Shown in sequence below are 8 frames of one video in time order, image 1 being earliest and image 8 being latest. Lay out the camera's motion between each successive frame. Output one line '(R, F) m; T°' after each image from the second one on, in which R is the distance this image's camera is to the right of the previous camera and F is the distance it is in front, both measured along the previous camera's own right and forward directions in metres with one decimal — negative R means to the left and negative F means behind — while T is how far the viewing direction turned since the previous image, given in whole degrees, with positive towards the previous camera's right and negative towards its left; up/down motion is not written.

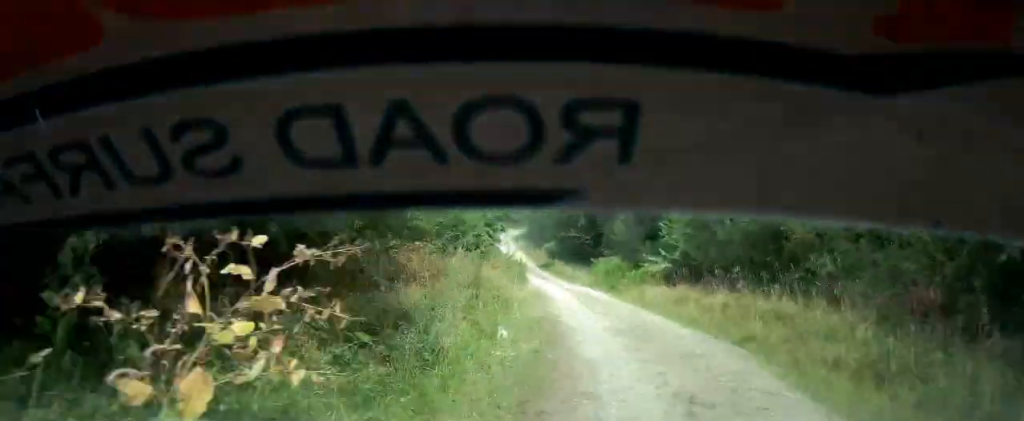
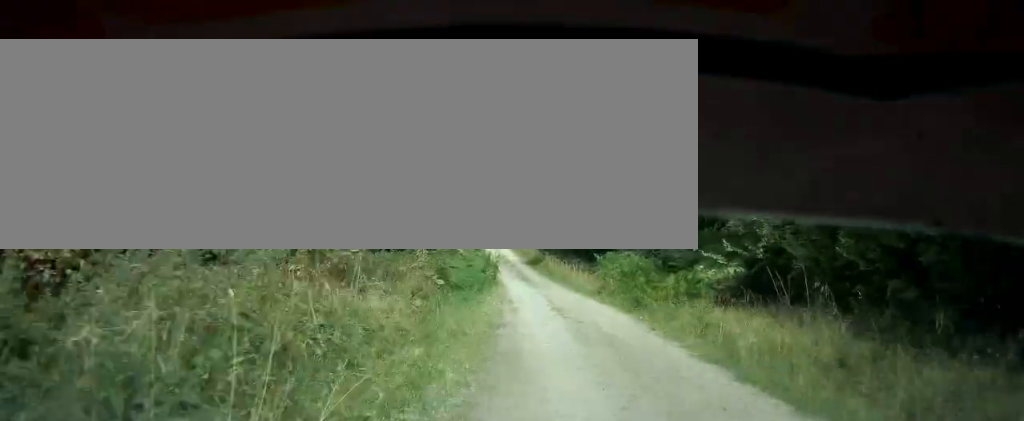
(-0.2, +14.6) m; -1°
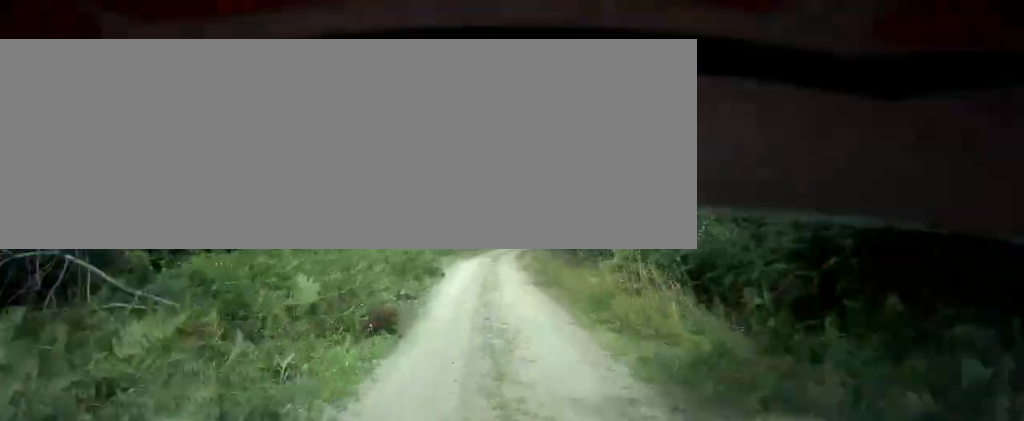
(-1.3, +44.2) m; -2°
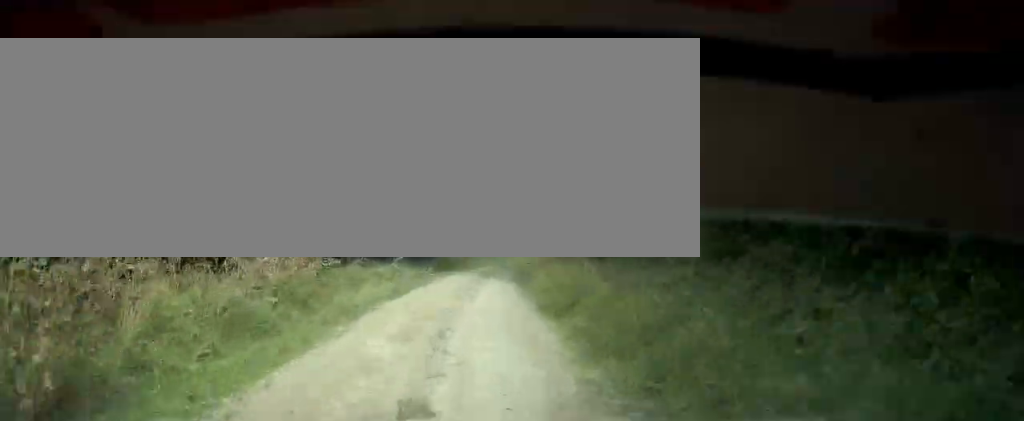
(+0.5, +60.6) m; +4°
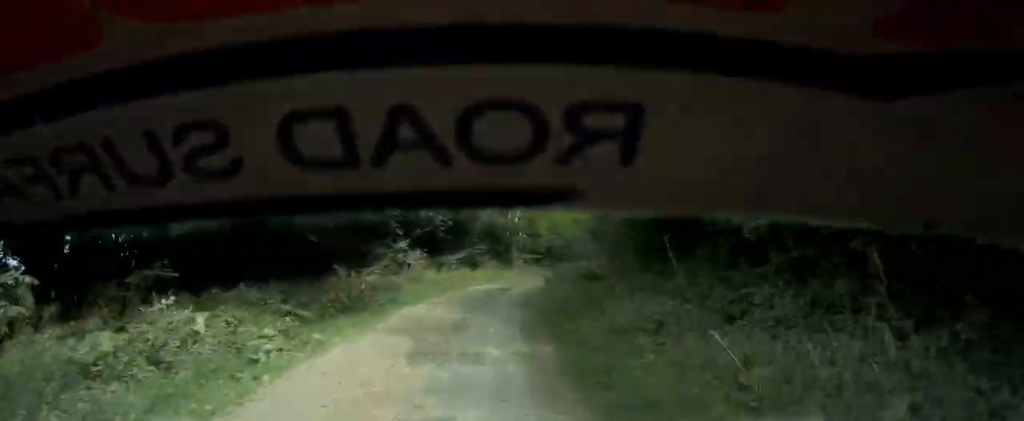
(-0.3, +17.4) m; +4°
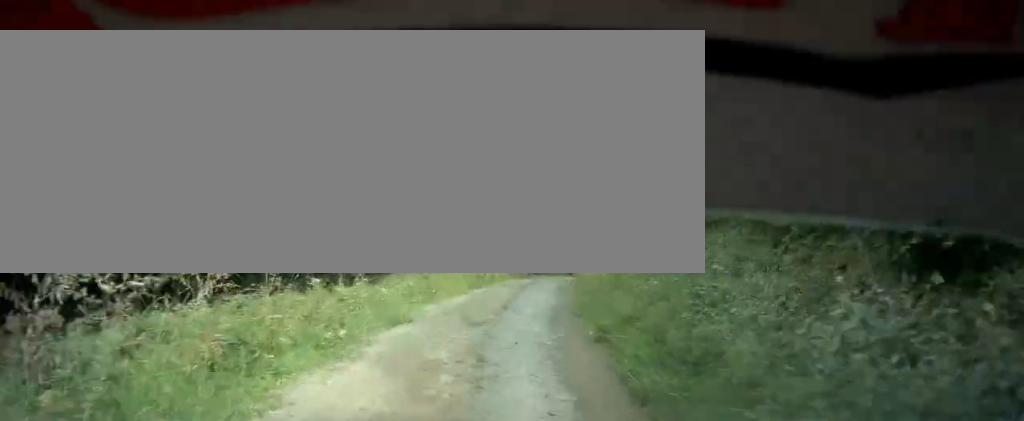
(+1.9, +19.5) m; +5°
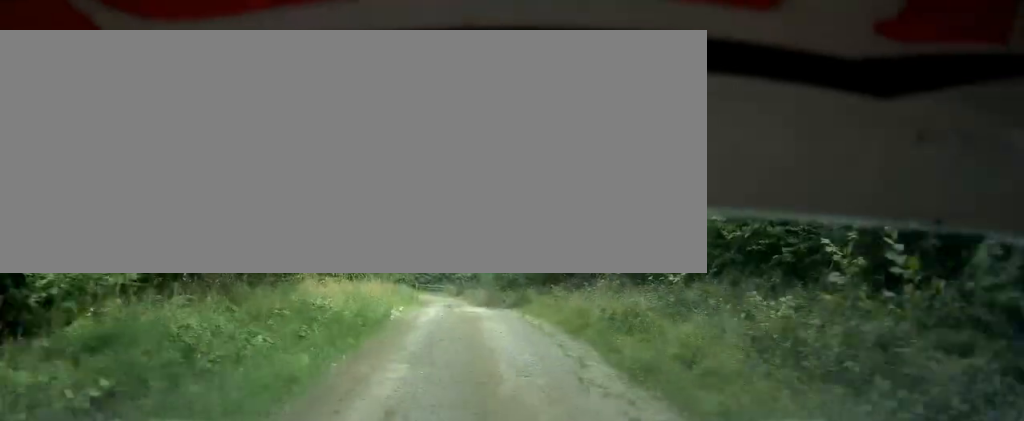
(+2.1, +41.8) m; +5°
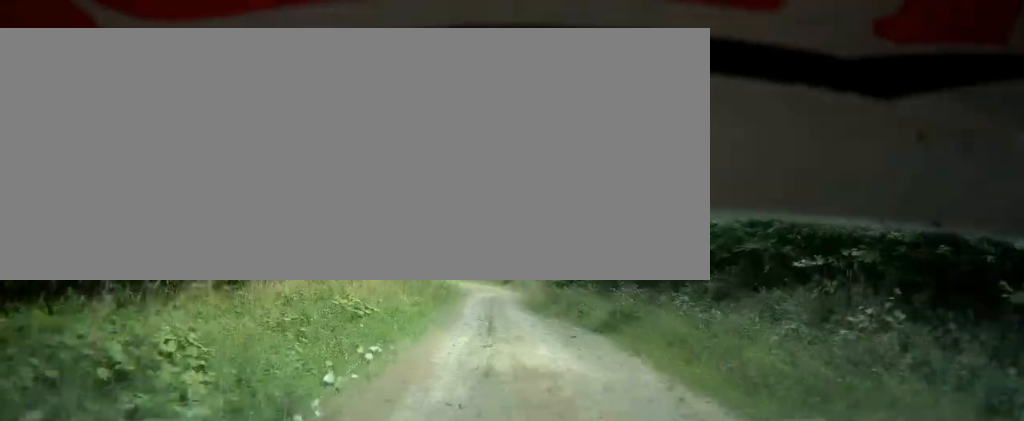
(0.0, +9.8) m; +1°
